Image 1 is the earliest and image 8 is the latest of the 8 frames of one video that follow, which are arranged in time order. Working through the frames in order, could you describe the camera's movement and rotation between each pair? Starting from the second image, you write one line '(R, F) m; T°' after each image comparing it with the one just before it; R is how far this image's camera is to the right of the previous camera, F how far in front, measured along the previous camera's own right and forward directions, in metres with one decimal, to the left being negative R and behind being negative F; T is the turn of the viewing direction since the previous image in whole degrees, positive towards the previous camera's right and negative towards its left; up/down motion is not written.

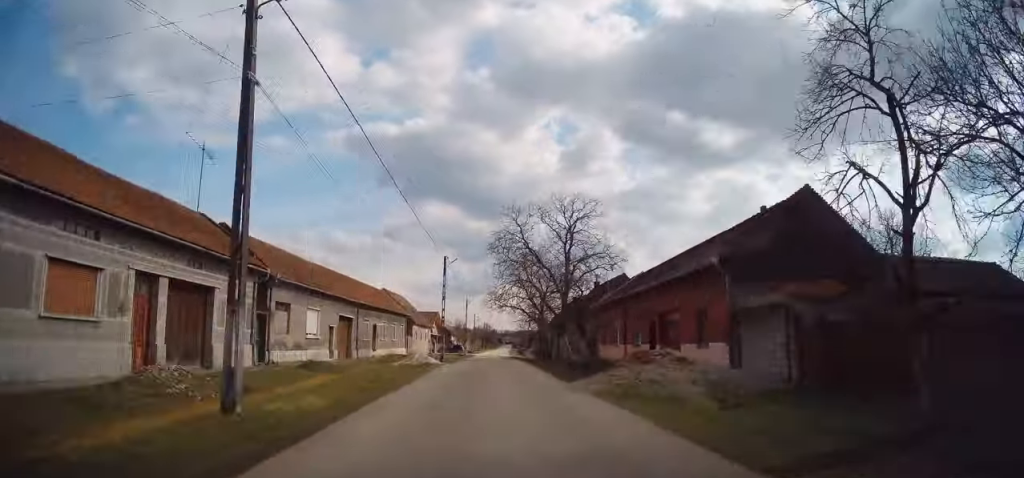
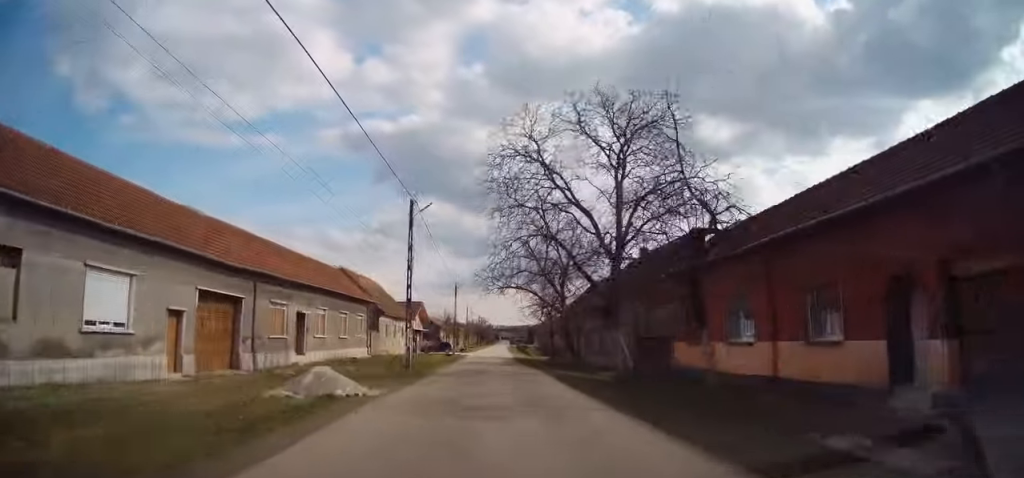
(0.0, +17.7) m; +1°
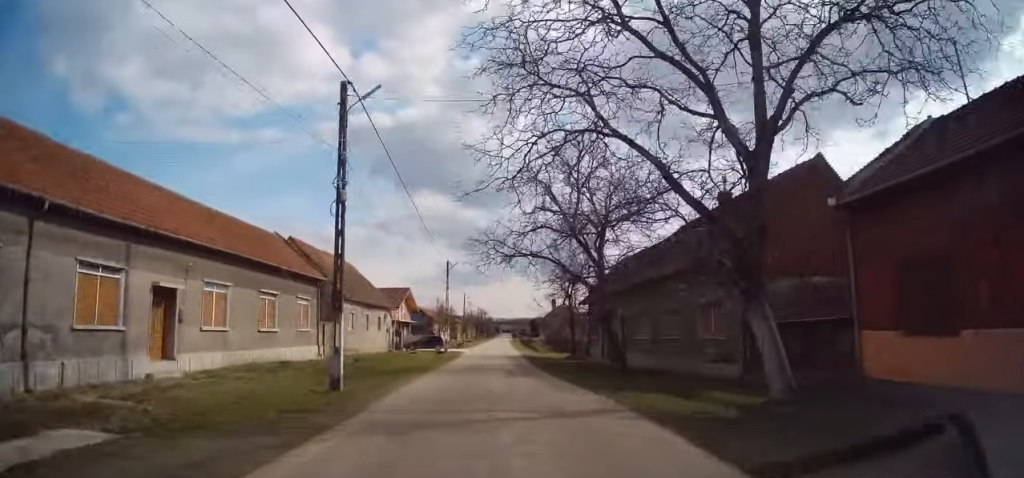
(+0.1, +12.8) m; +1°
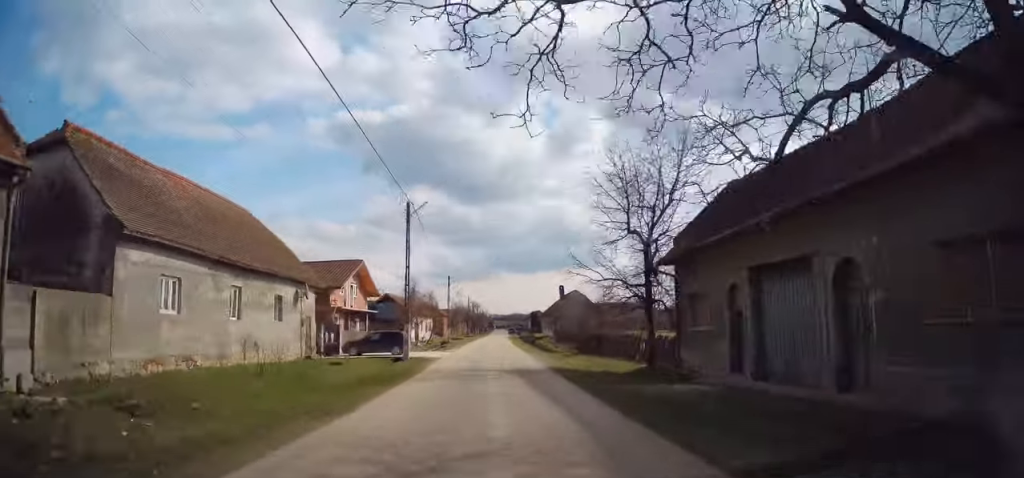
(0.0, +21.3) m; 0°
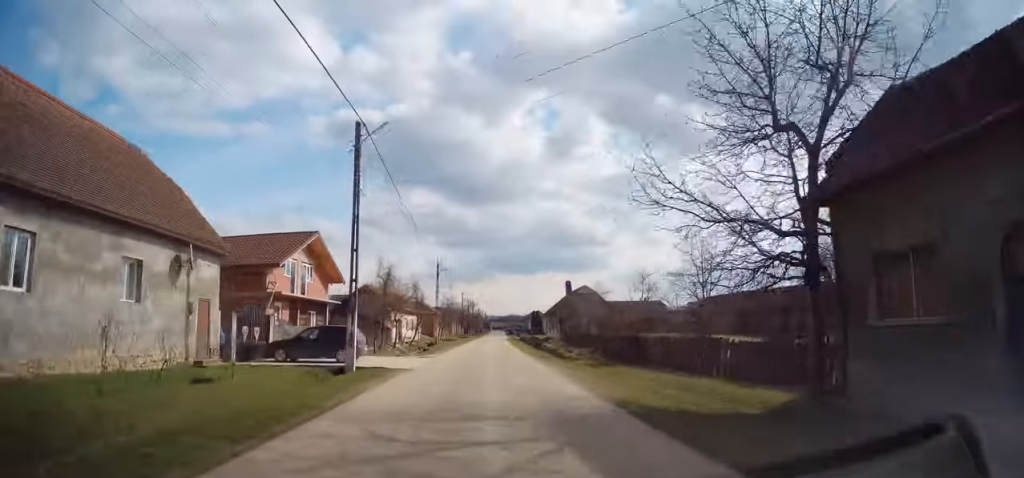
(0.0, +10.9) m; 0°
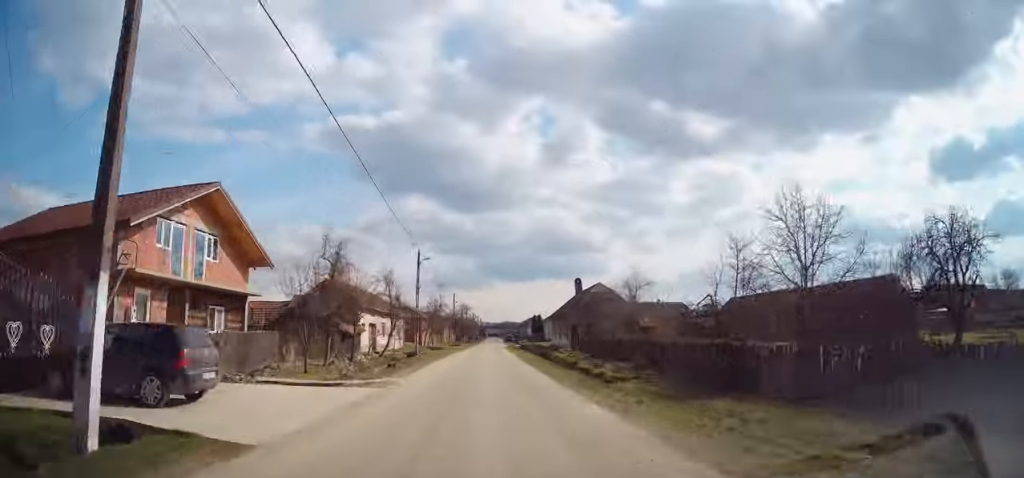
(0.0, +12.2) m; +1°
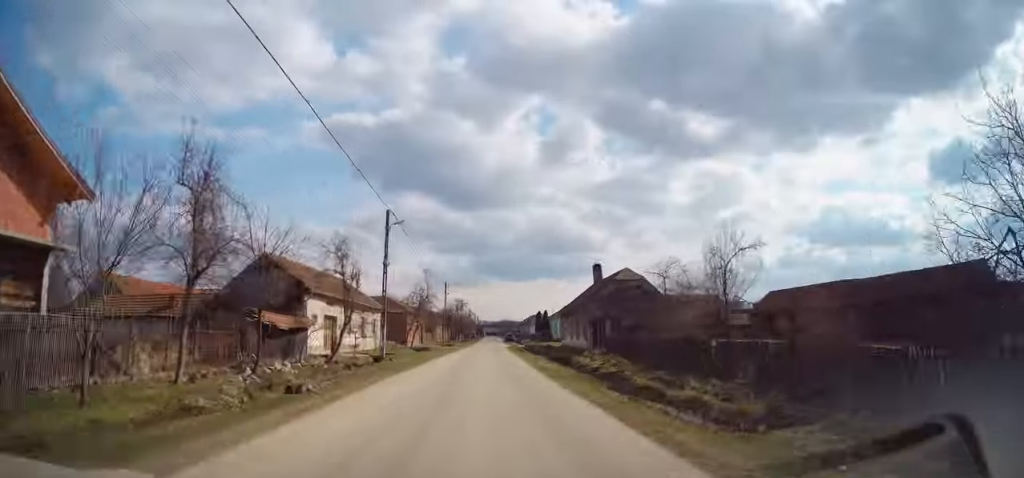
(+0.2, +12.8) m; +1°
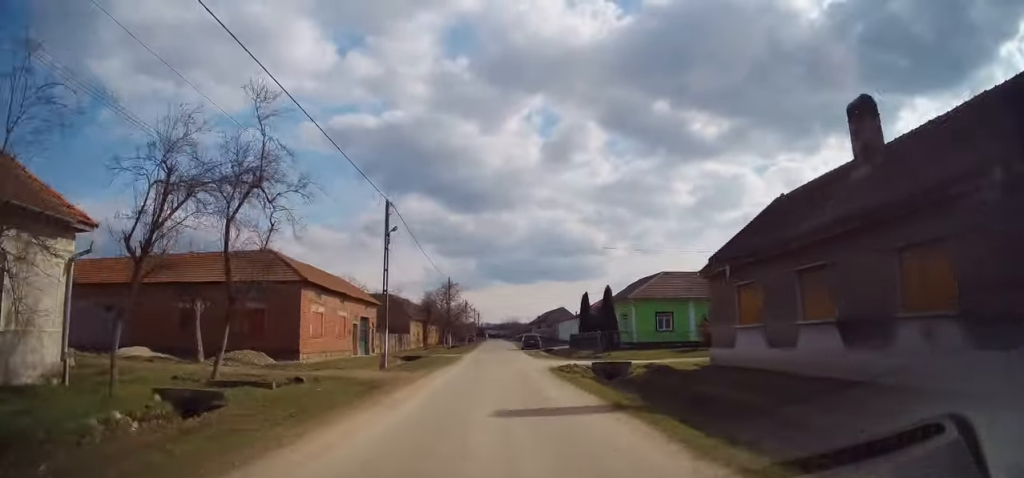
(-0.5, +40.4) m; -1°
